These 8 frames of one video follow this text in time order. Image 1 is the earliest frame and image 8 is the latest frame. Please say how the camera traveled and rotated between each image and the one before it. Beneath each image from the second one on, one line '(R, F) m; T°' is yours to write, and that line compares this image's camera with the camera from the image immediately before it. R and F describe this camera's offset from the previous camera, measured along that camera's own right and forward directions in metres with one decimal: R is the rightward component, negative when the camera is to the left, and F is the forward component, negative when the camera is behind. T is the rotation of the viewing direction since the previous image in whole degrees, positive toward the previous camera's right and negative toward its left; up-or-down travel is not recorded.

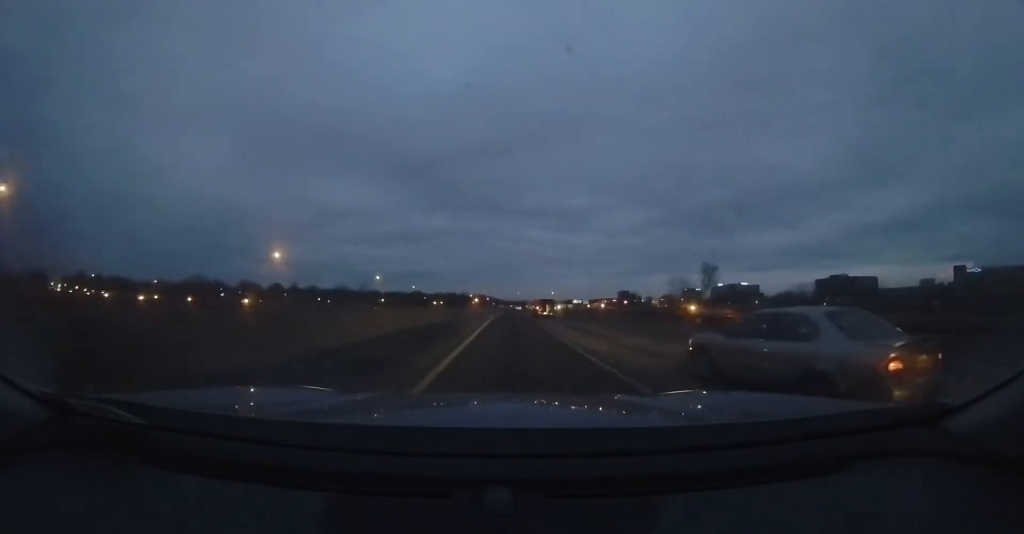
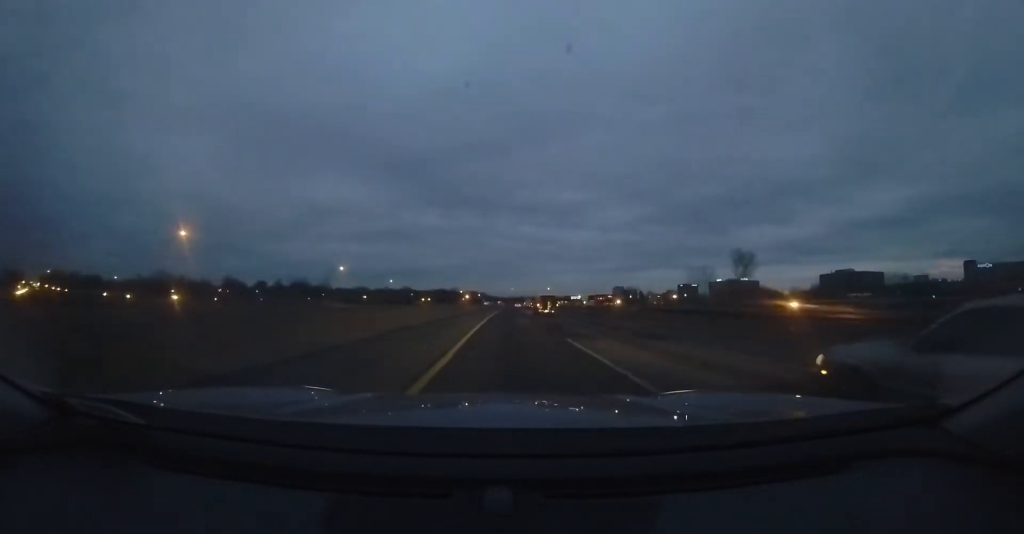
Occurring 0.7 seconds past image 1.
(+0.8, +19.7) m; +2°
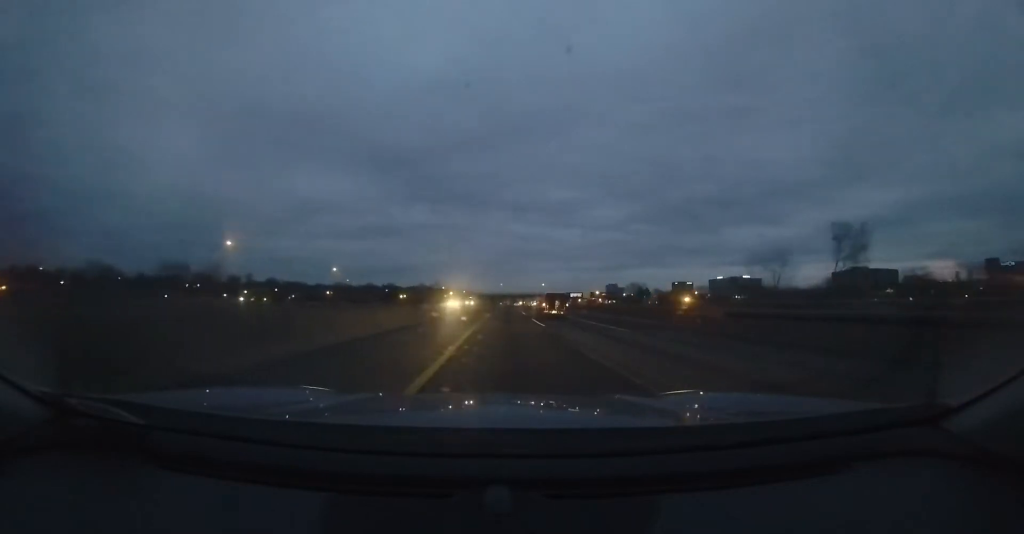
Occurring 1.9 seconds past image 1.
(+1.0, +35.0) m; +2°
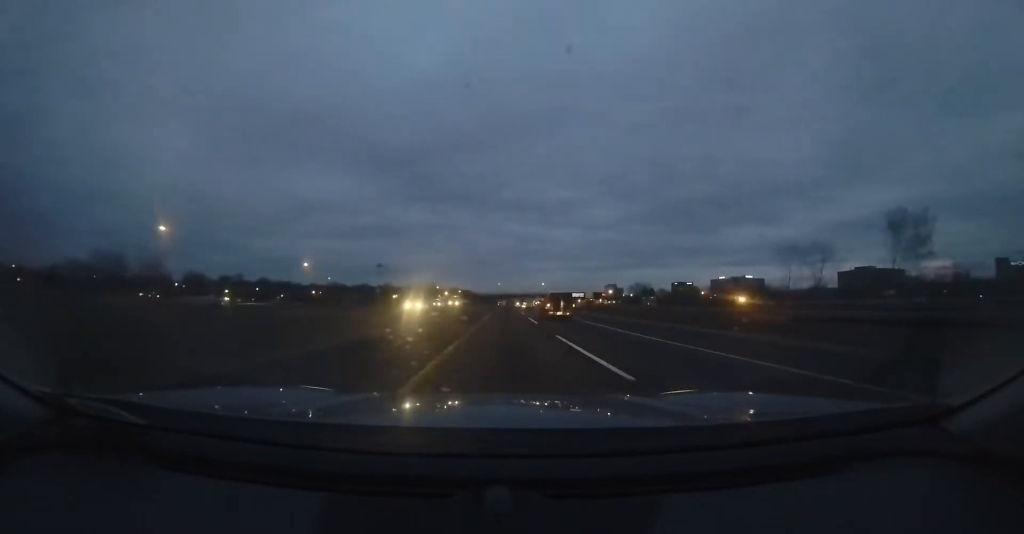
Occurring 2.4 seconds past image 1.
(0.0, +12.4) m; 0°
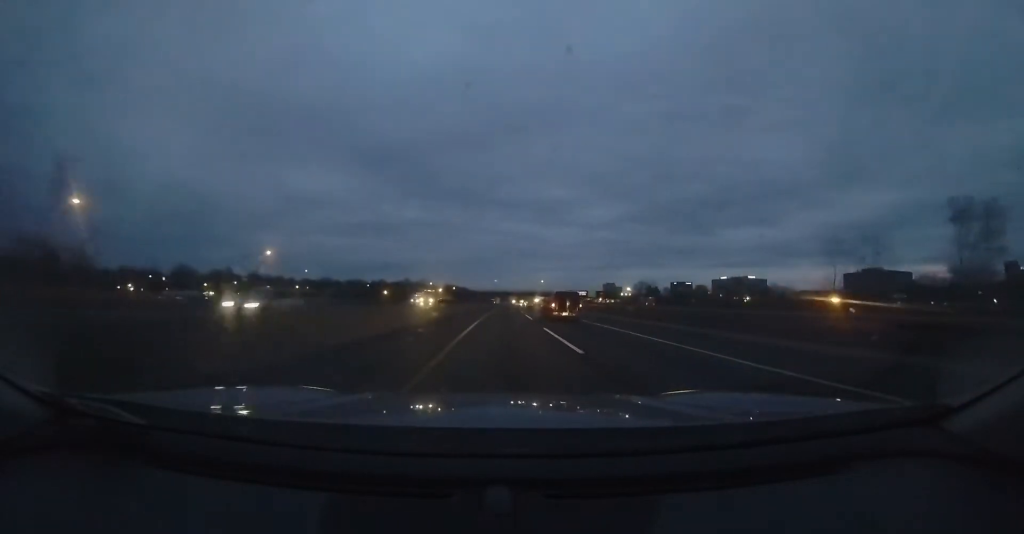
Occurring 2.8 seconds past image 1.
(-0.1, +12.4) m; 0°
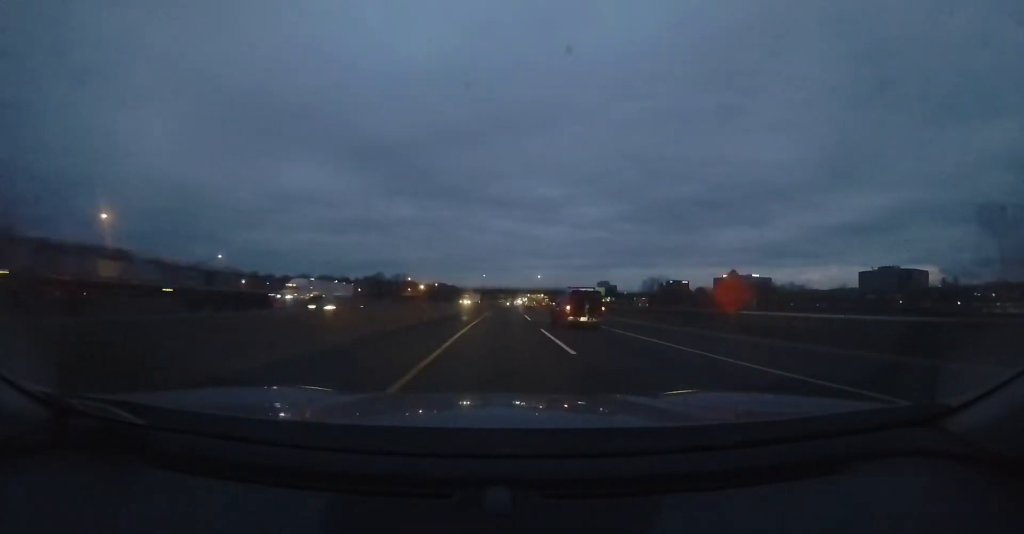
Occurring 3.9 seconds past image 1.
(+0.4, +31.4) m; +1°
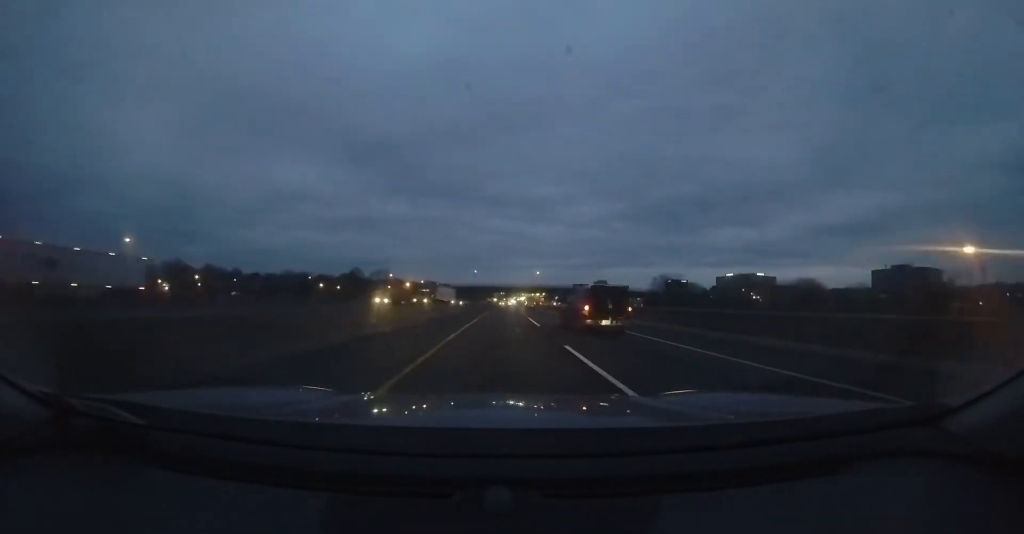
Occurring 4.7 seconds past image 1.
(+0.1, +21.9) m; +1°
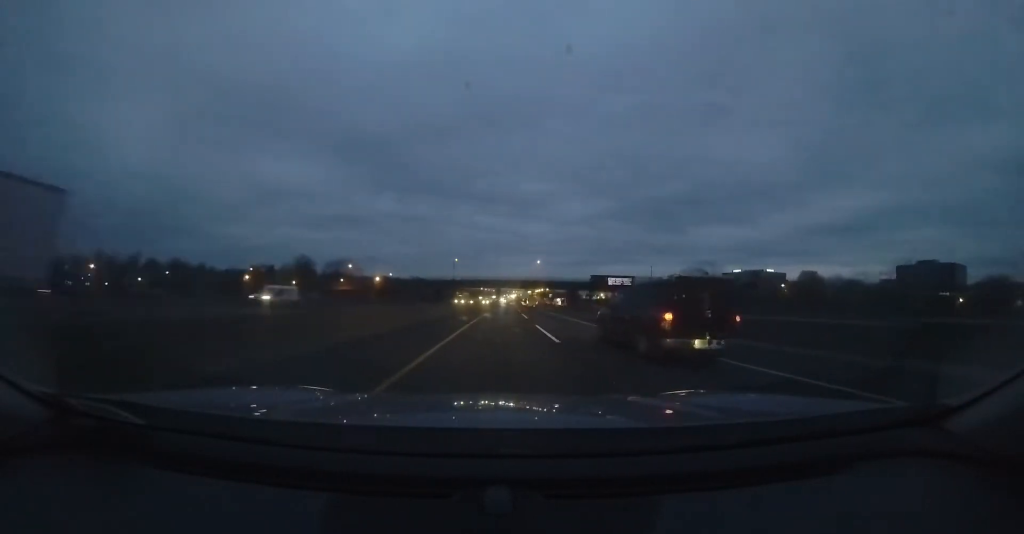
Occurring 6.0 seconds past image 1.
(+0.7, +37.0) m; +2°
